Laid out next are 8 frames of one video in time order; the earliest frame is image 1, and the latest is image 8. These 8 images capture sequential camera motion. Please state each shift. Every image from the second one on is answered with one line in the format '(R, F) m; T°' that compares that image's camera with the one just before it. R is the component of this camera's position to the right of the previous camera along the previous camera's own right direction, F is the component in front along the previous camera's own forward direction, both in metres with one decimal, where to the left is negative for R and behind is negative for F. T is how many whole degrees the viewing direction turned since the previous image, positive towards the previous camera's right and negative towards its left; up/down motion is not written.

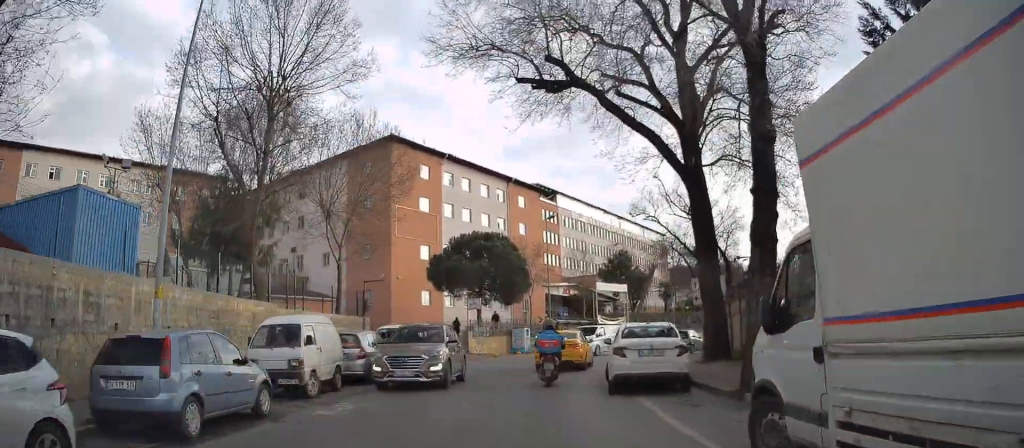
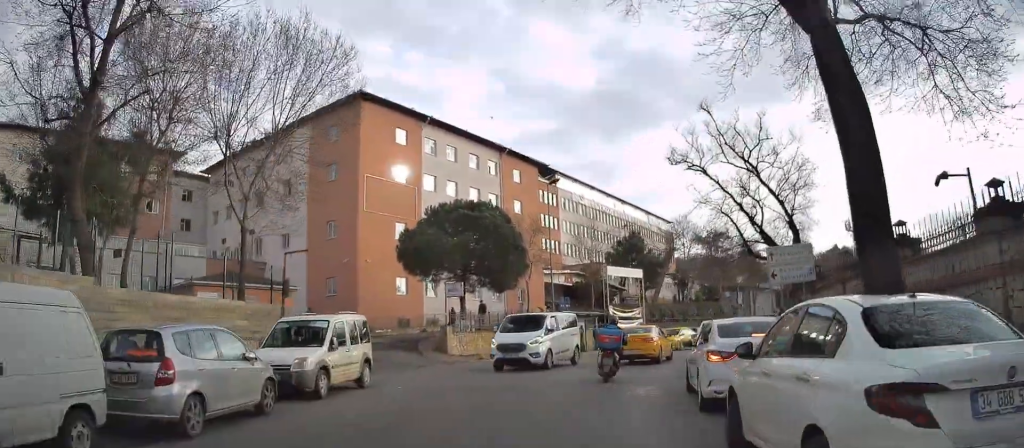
(0.0, +9.7) m; +1°
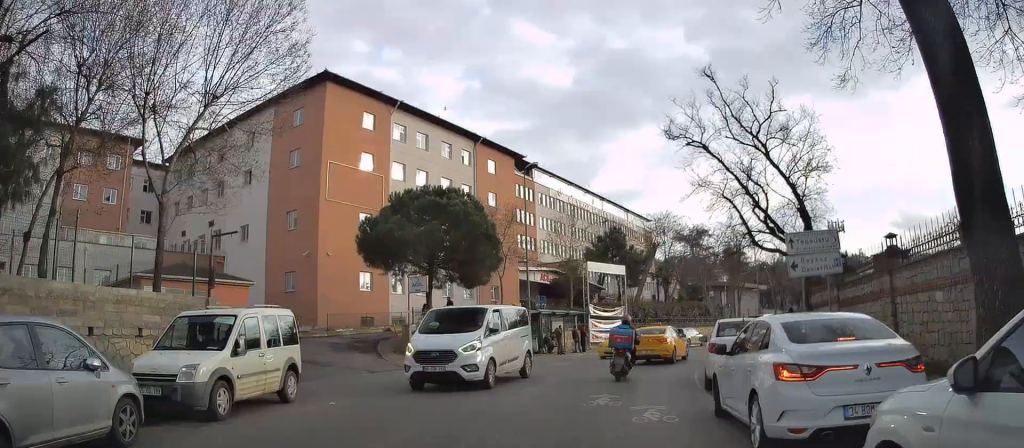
(-0.2, +3.4) m; +1°
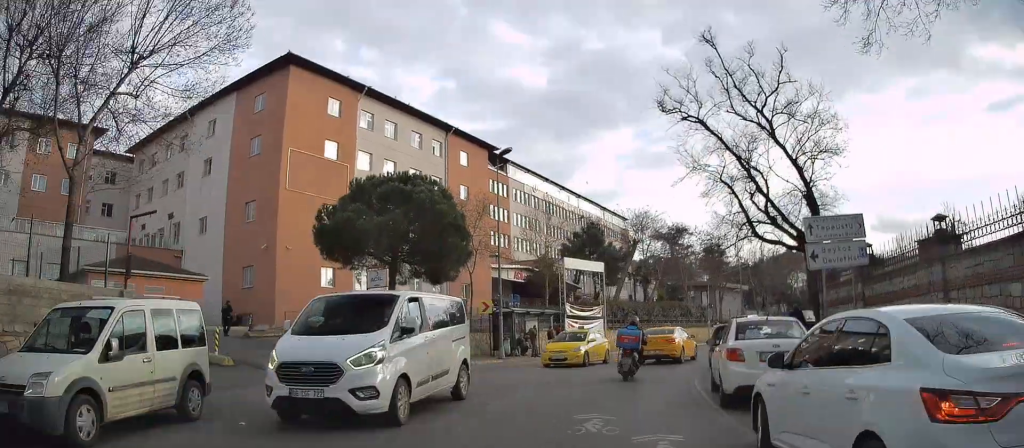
(+0.1, +2.8) m; +2°
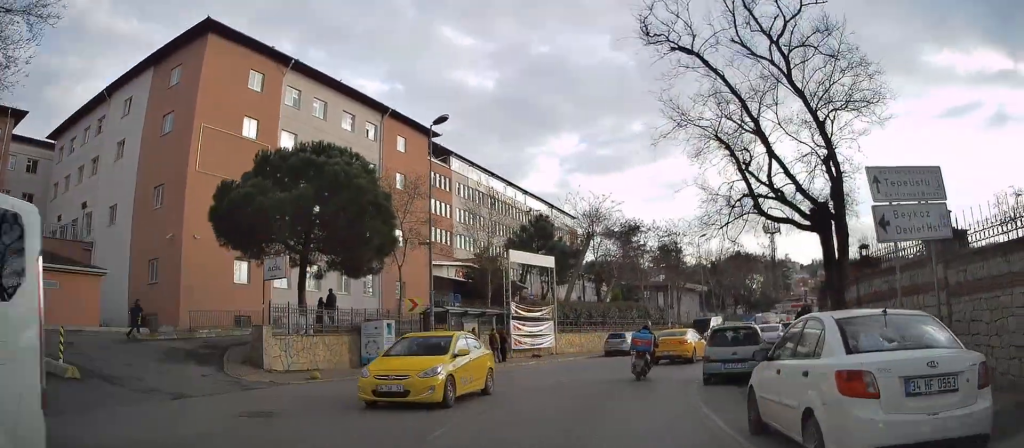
(+0.3, +5.1) m; +6°
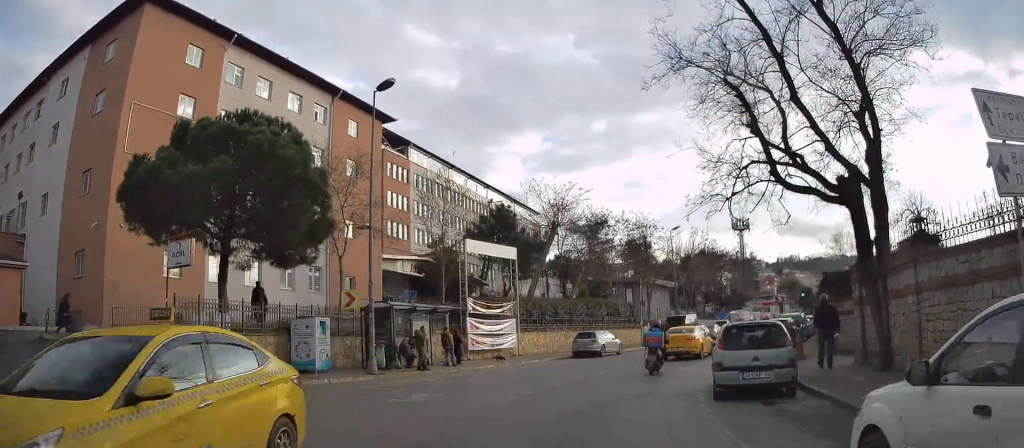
(+0.1, +3.6) m; +4°
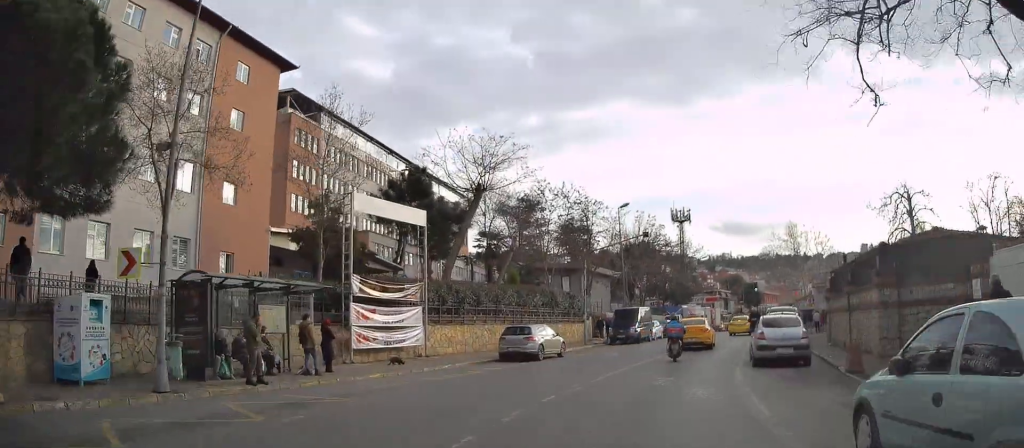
(+0.7, +8.4) m; +11°
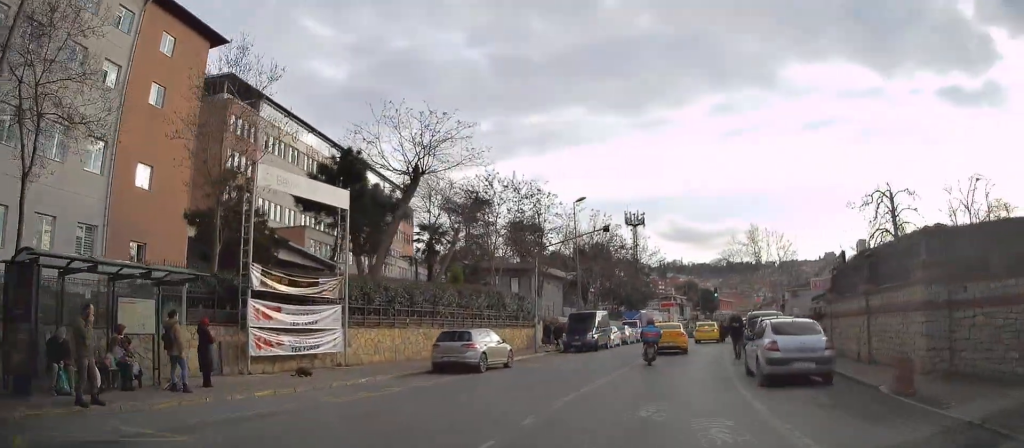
(+0.3, +4.1) m; +4°
